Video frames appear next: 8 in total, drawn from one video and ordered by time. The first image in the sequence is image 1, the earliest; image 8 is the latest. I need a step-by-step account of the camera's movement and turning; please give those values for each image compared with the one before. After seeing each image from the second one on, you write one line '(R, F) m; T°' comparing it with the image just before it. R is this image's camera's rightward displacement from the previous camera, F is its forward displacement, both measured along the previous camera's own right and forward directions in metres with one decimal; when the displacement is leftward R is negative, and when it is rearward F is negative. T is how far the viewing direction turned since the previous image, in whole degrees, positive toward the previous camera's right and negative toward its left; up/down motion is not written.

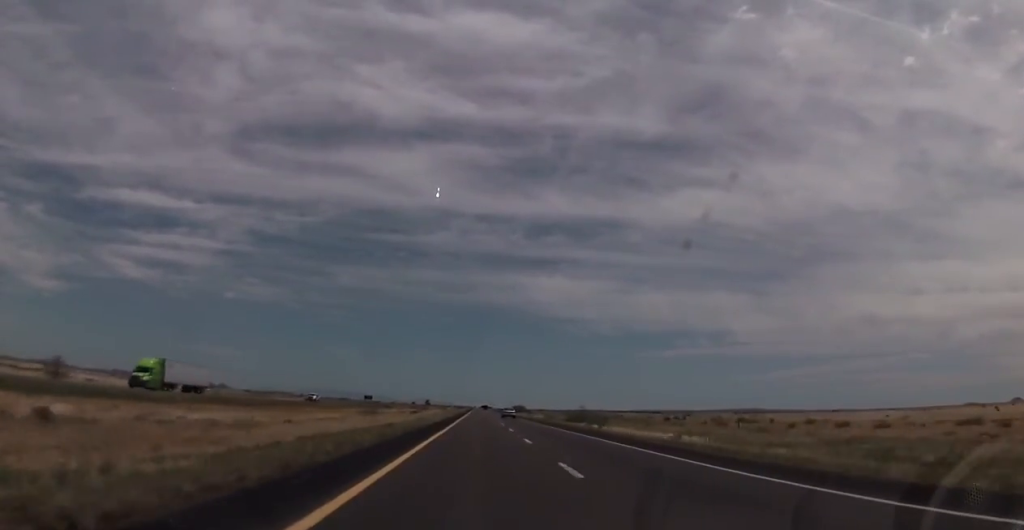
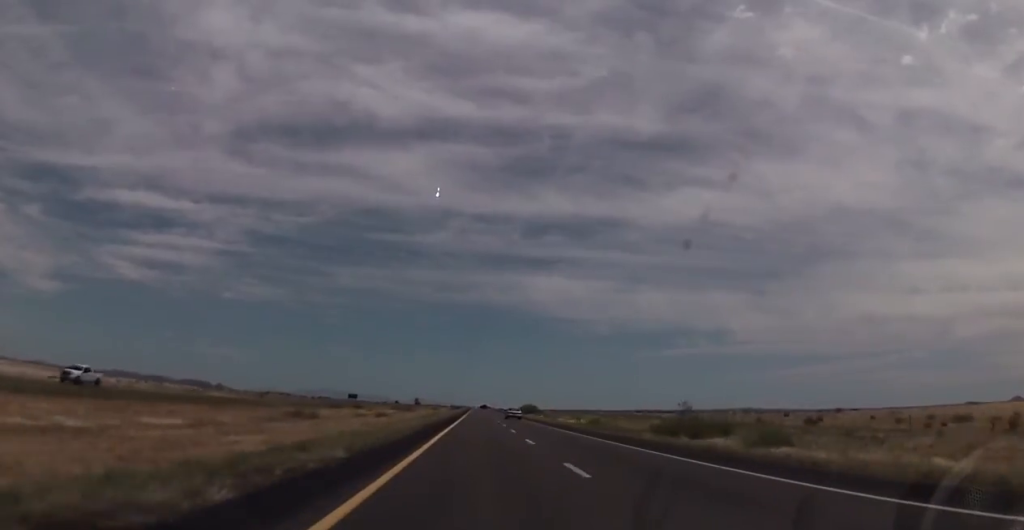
(-0.5, +48.9) m; 0°
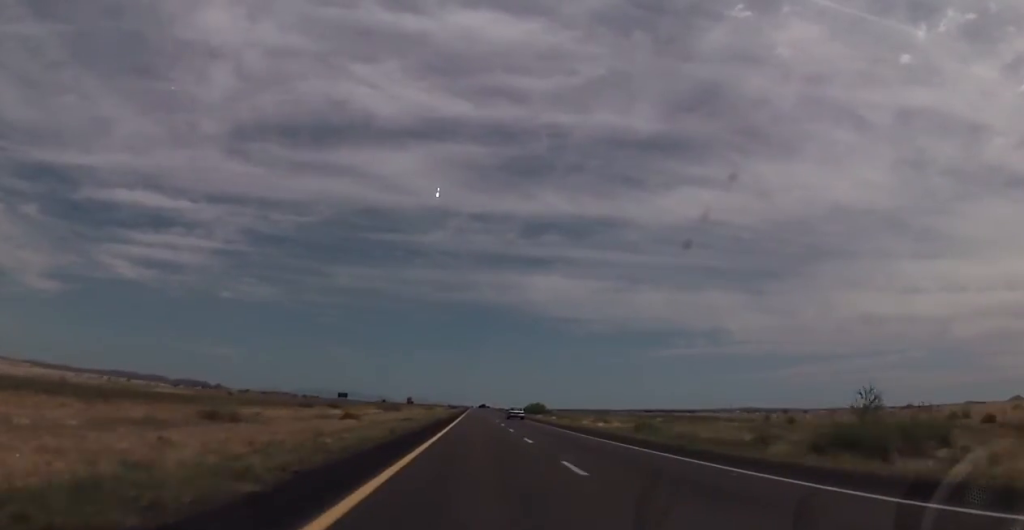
(+0.1, +24.4) m; 0°
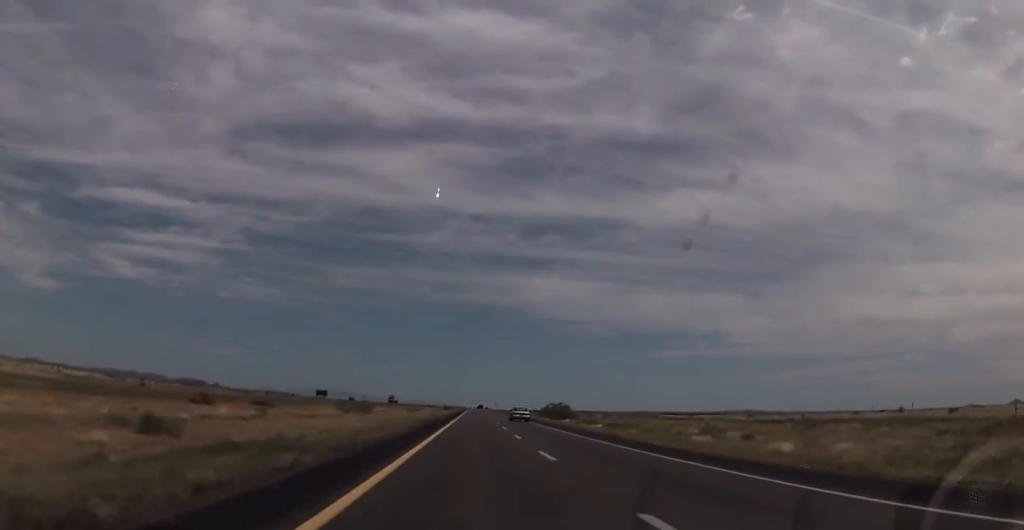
(+0.4, +45.2) m; 0°
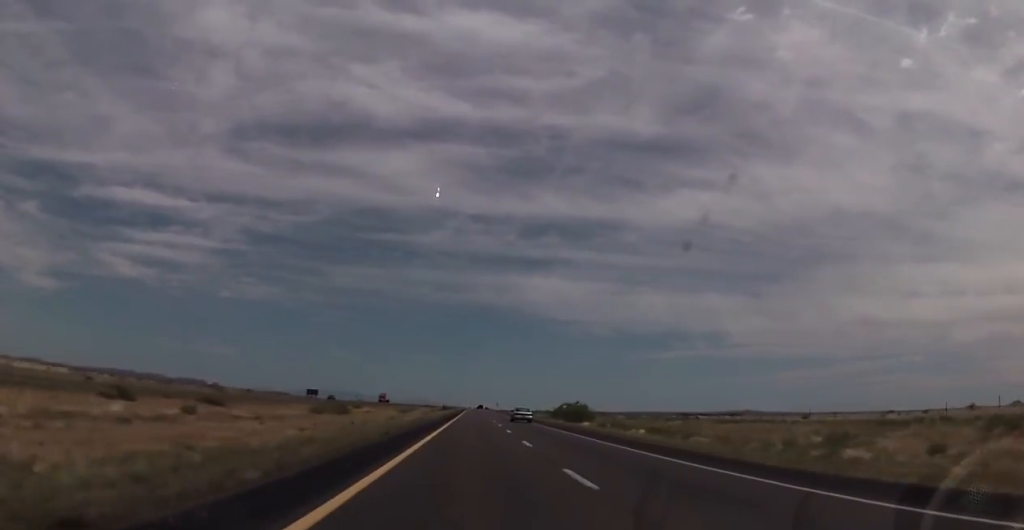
(0.0, +18.3) m; 0°
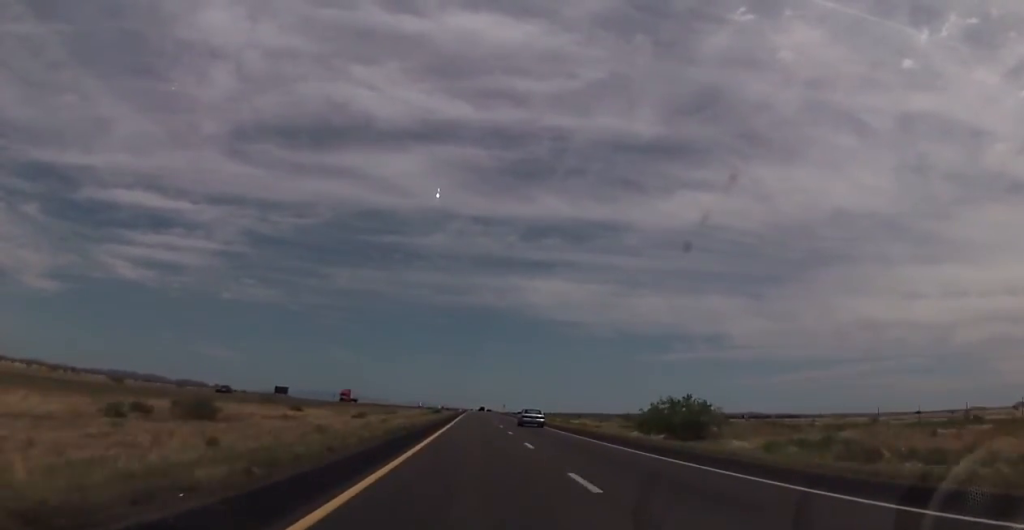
(0.0, +50.0) m; 0°
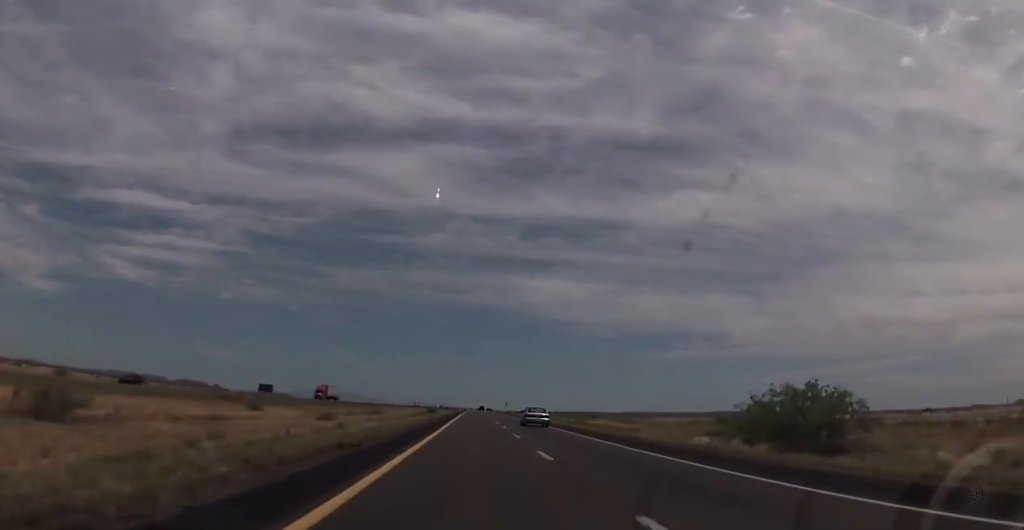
(+0.1, +18.3) m; 0°
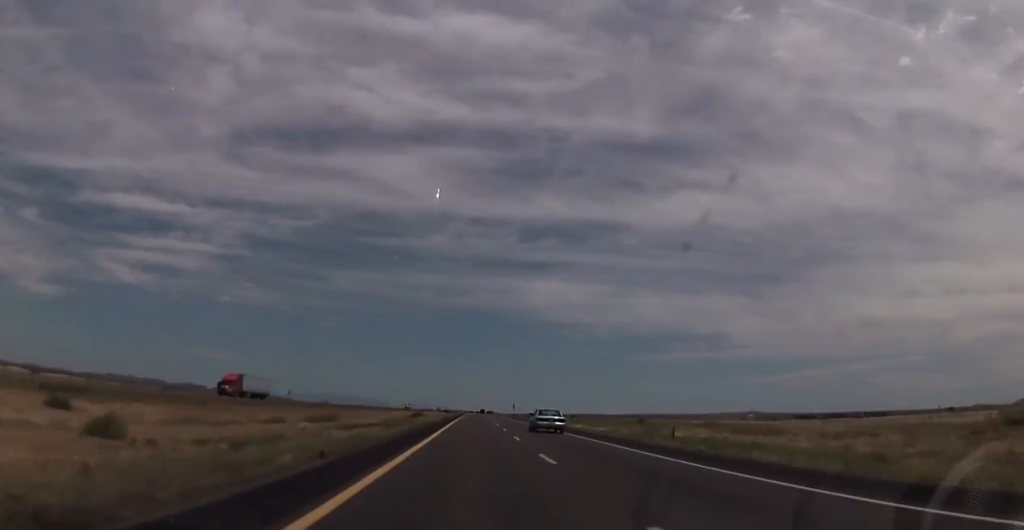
(-0.5, +37.6) m; 0°
